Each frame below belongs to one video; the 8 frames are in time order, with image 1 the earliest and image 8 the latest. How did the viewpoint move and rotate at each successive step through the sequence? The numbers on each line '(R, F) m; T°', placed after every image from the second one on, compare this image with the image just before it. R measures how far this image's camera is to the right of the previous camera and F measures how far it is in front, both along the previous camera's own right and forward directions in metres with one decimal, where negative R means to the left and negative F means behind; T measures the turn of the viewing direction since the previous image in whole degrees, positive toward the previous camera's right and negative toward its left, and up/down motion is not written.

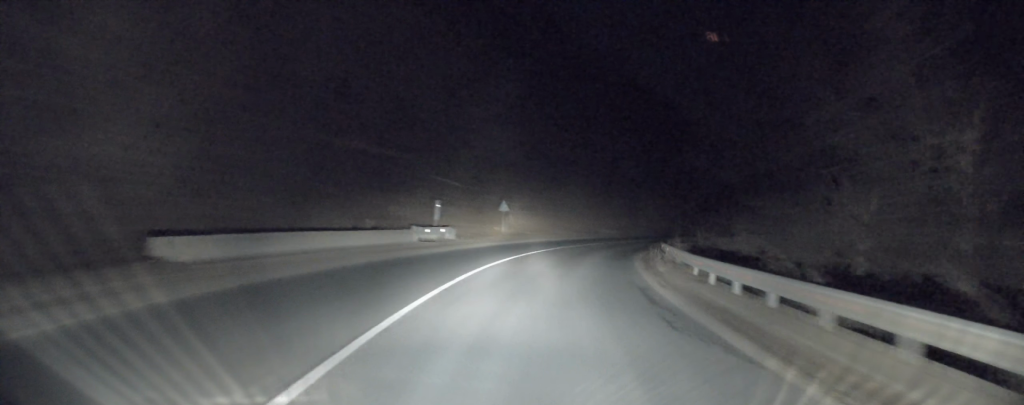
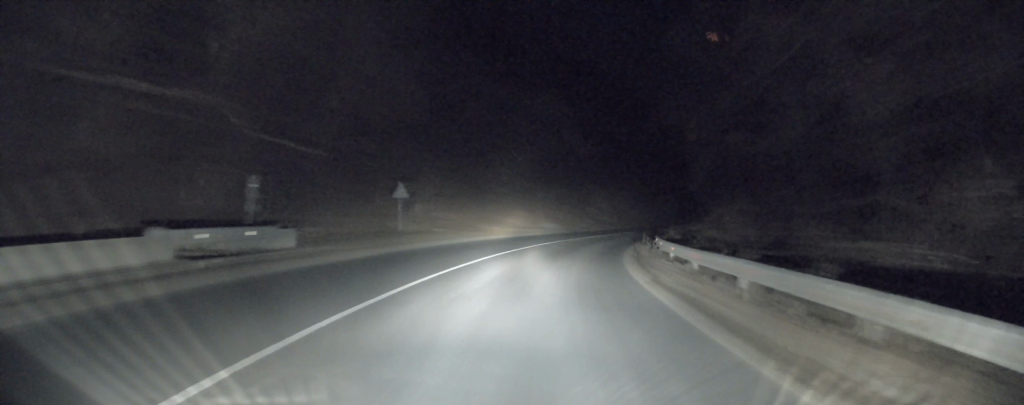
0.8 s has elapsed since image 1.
(+0.4, +14.1) m; +5°
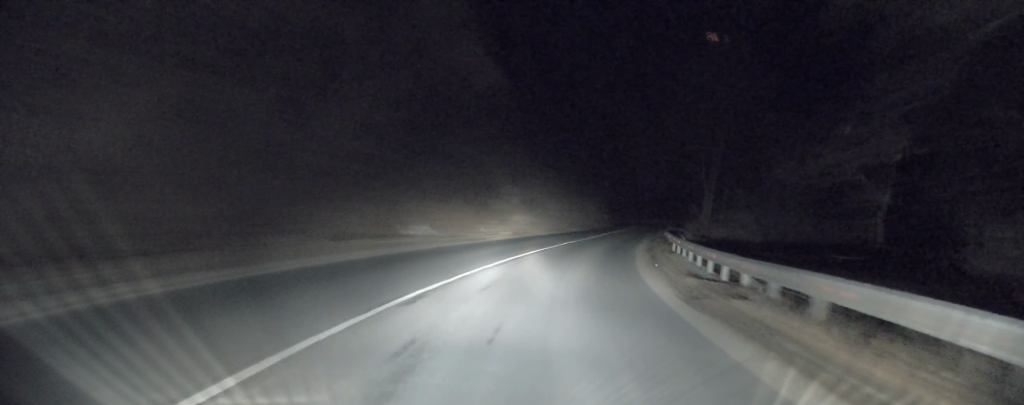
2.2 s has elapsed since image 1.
(+2.1, +22.7) m; +9°
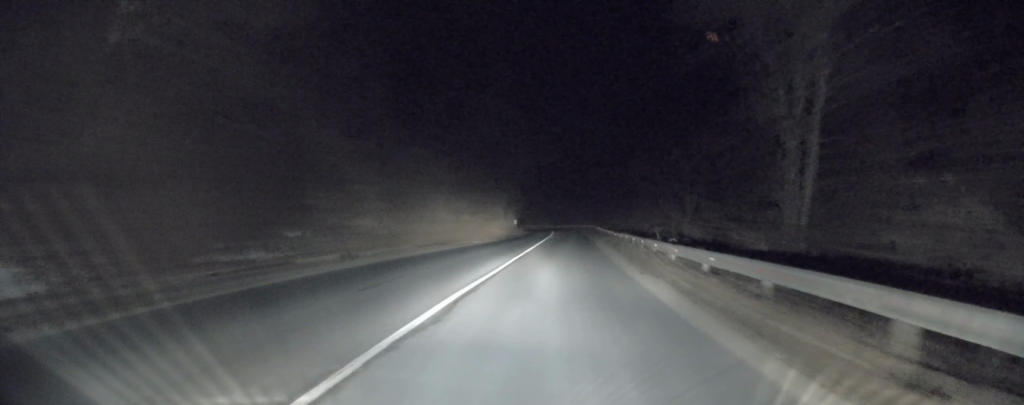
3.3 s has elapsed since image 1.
(+1.3, +20.5) m; +8°
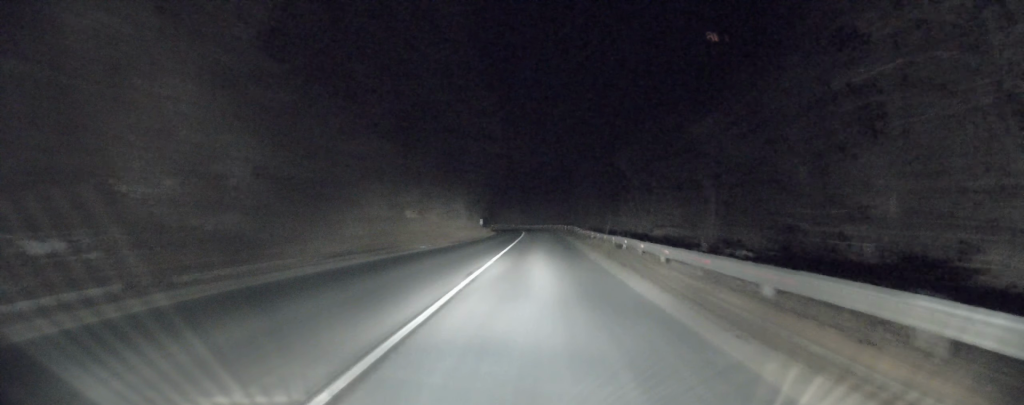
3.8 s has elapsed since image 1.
(+0.3, +8.8) m; +3°
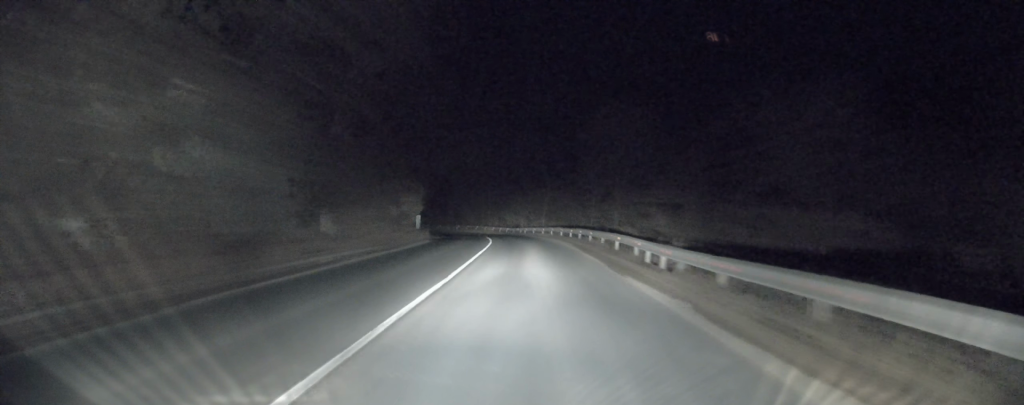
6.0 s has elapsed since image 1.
(+3.2, +37.1) m; +6°
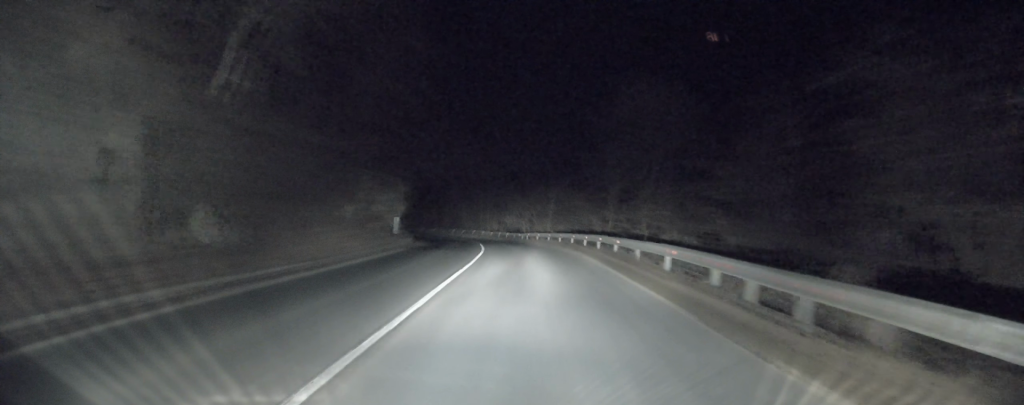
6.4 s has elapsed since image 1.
(+0.1, +8.2) m; 0°
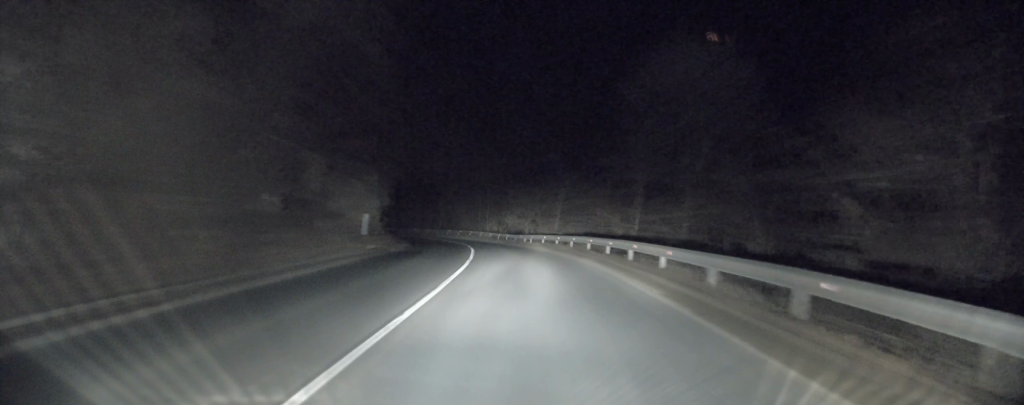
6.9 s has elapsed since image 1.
(-0.1, +7.6) m; -1°
